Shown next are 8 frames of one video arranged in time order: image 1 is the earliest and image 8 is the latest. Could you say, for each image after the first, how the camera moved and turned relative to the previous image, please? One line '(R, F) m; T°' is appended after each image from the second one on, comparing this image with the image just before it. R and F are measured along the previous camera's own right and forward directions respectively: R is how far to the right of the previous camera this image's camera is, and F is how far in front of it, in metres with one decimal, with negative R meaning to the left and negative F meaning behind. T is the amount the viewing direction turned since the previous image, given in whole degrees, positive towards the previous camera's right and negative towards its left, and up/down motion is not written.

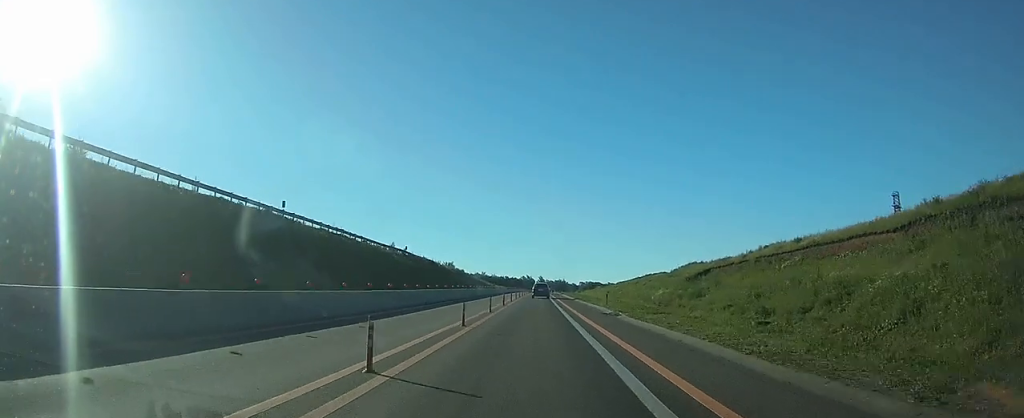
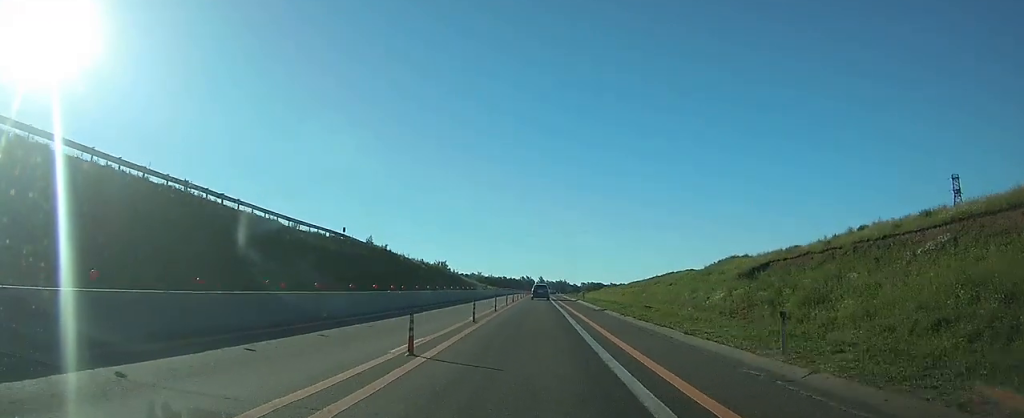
(-0.1, +27.1) m; 0°
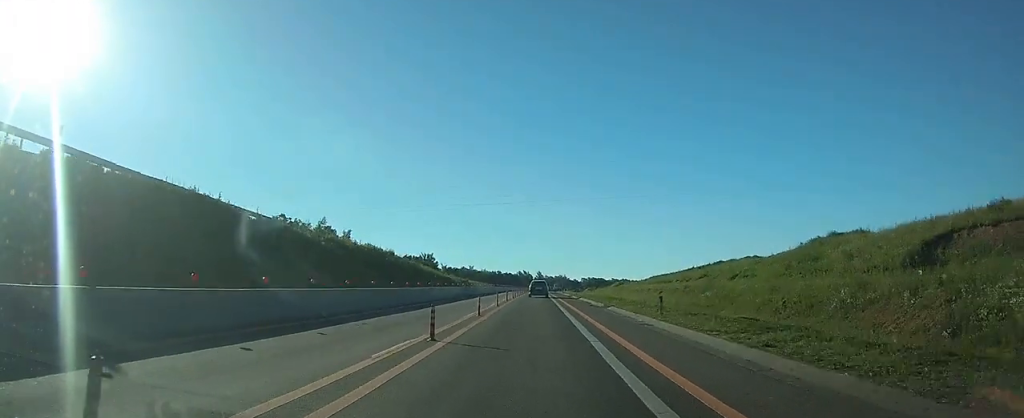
(+0.1, +37.0) m; 0°
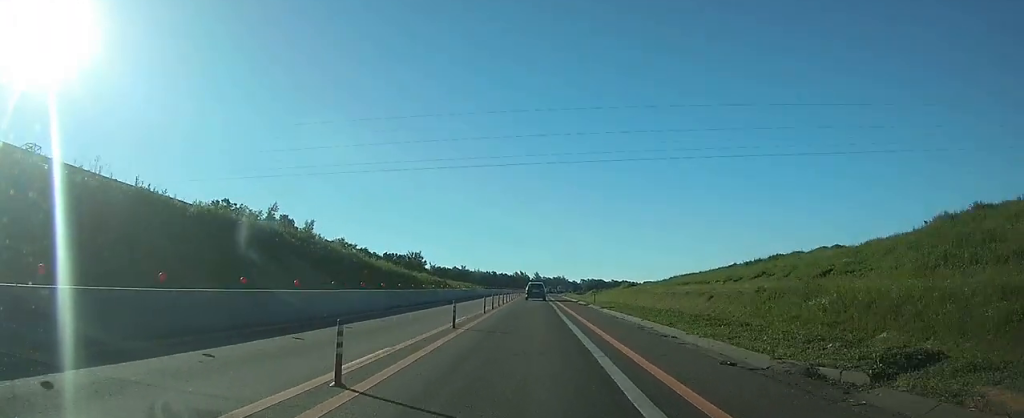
(0.0, +25.3) m; 0°
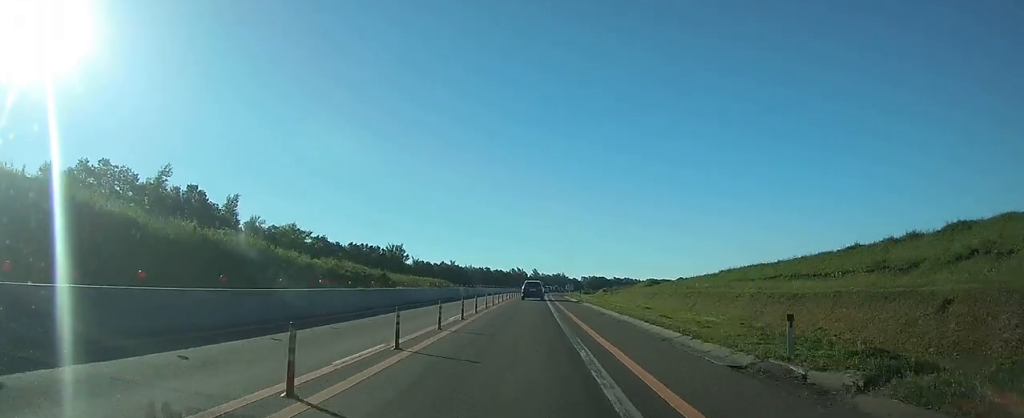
(+0.3, +35.5) m; 0°
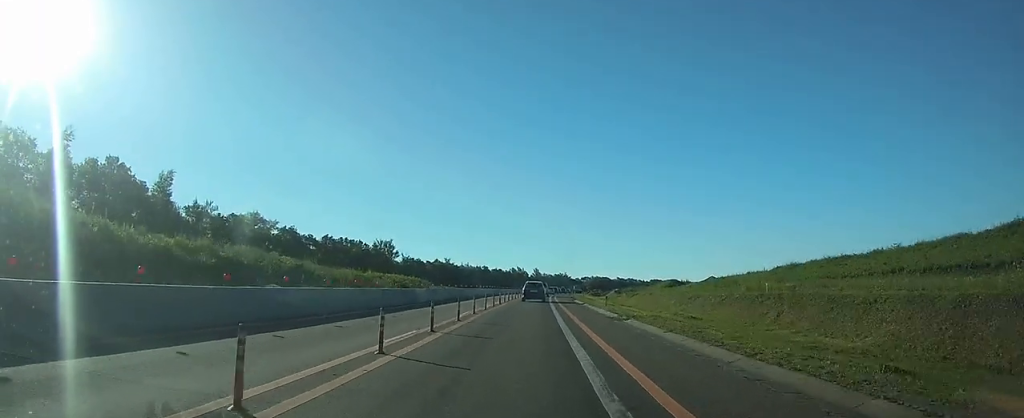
(-0.1, +20.6) m; 0°
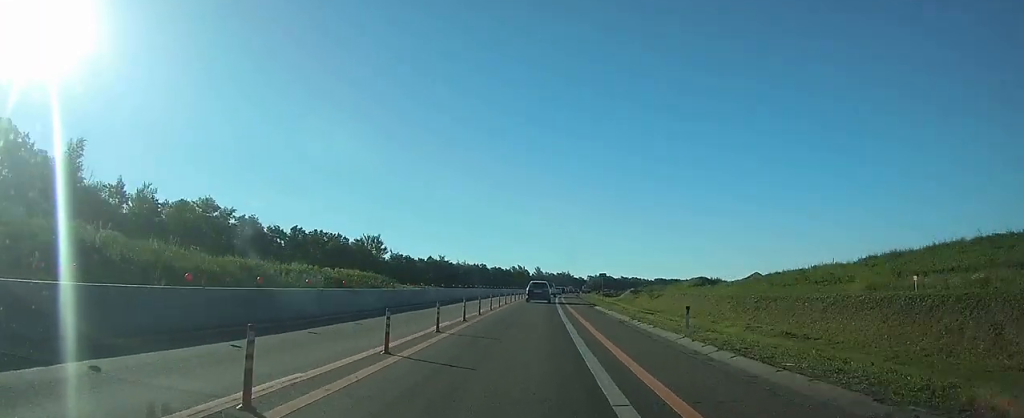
(0.0, +19.4) m; 0°
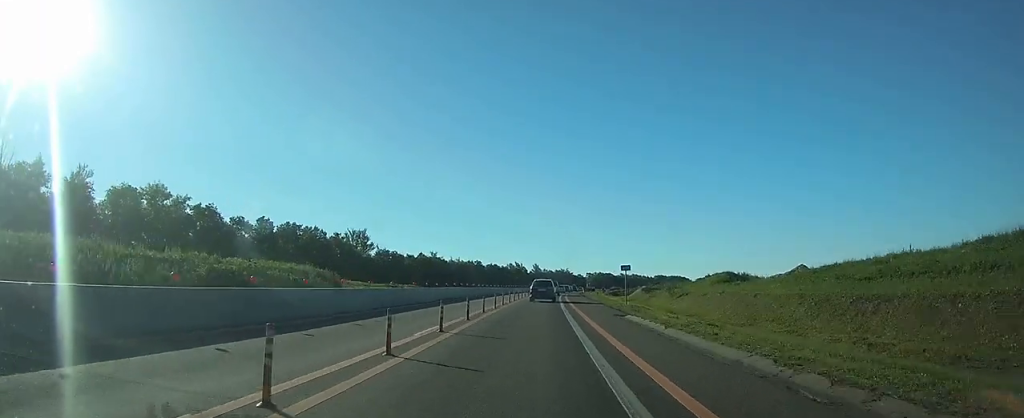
(0.0, +14.6) m; 0°
